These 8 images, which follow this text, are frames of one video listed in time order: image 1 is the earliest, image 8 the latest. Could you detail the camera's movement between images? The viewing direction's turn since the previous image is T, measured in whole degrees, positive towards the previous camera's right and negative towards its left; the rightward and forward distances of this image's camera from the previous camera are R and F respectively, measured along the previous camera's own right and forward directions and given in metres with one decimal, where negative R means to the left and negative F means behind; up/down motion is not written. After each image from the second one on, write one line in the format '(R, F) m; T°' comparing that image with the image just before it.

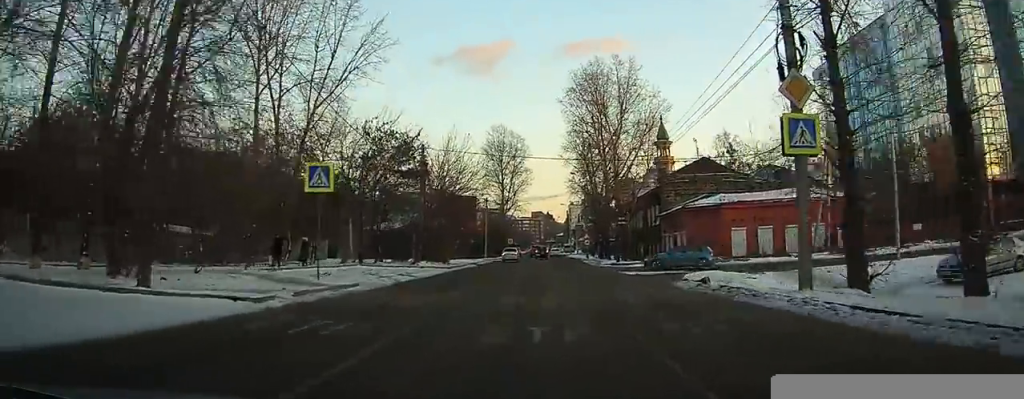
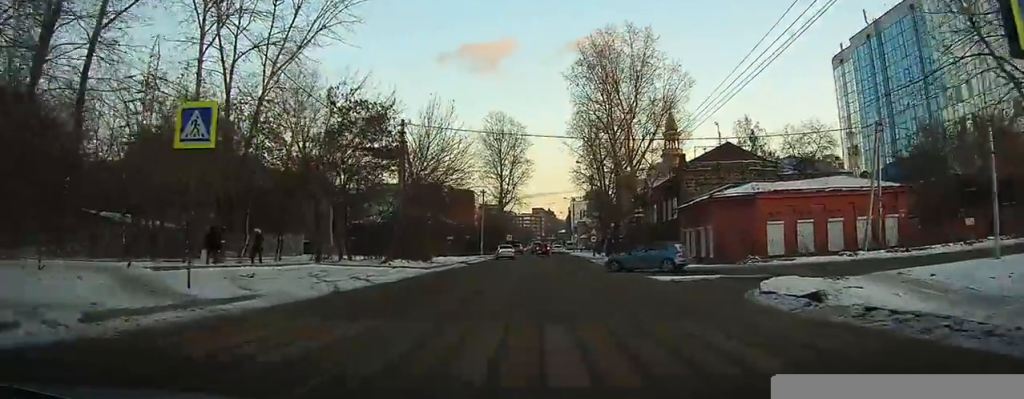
(0.0, +6.0) m; 0°
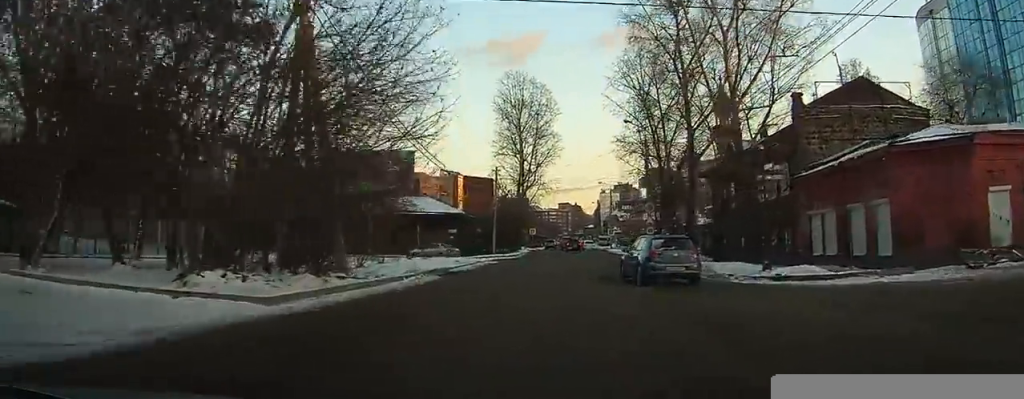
(0.0, +14.6) m; -1°
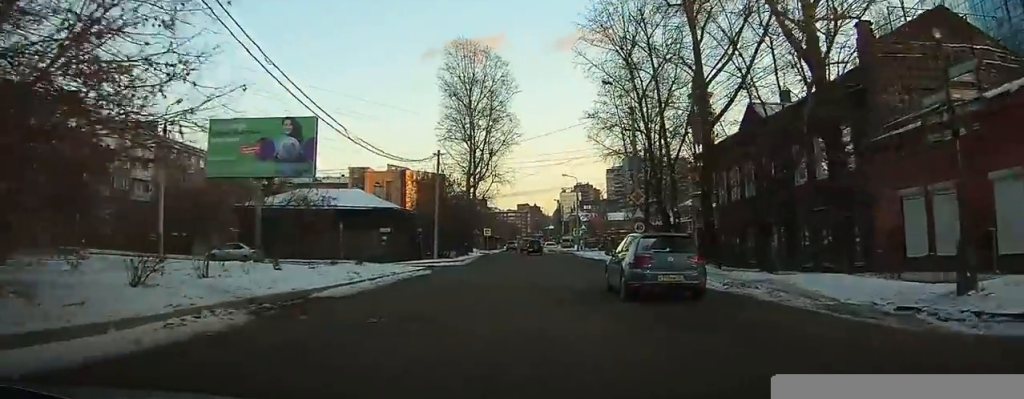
(-0.1, +8.6) m; -1°
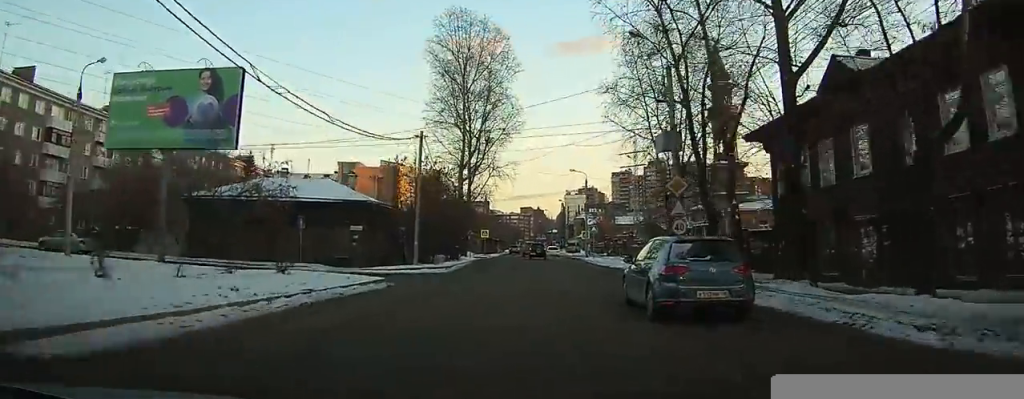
(0.0, +7.5) m; +1°
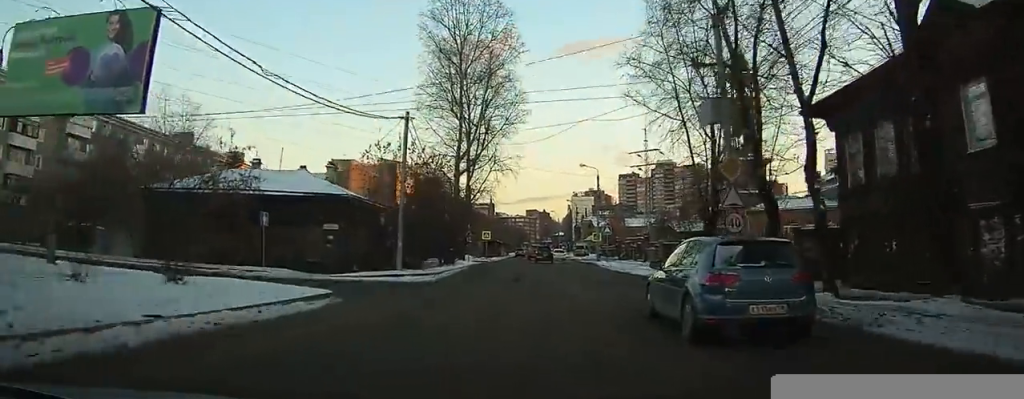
(0.0, +5.8) m; +1°
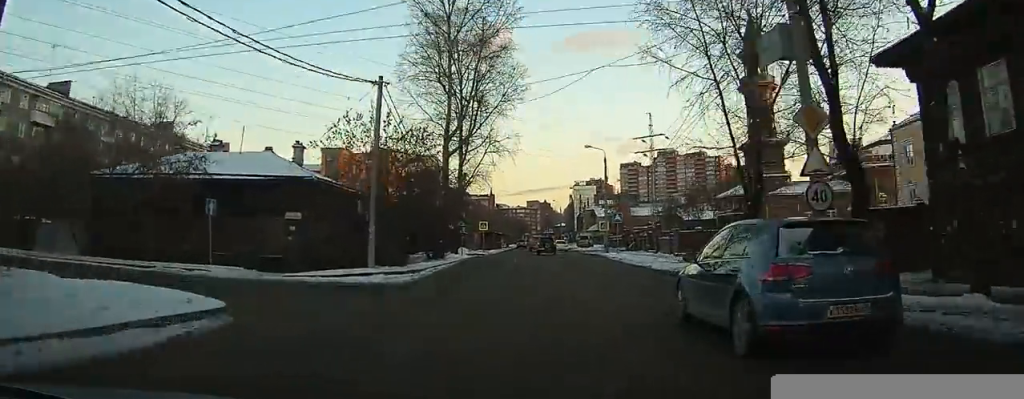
(+0.1, +6.2) m; +1°
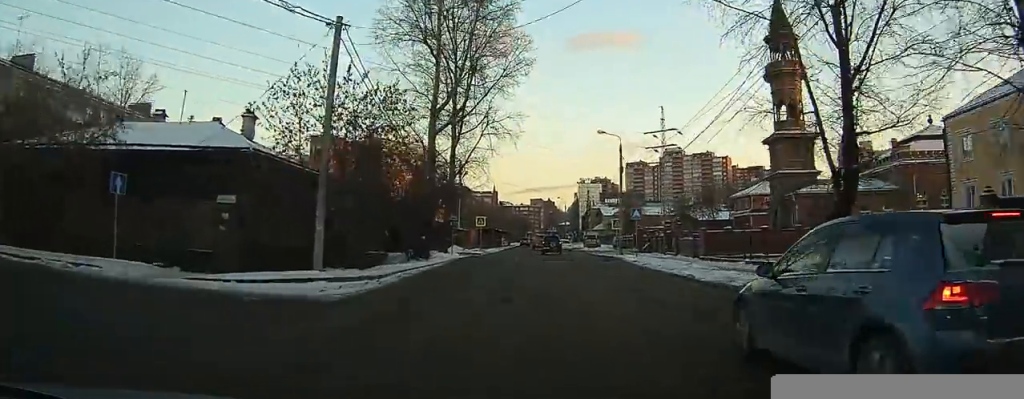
(+0.1, +8.0) m; +1°
